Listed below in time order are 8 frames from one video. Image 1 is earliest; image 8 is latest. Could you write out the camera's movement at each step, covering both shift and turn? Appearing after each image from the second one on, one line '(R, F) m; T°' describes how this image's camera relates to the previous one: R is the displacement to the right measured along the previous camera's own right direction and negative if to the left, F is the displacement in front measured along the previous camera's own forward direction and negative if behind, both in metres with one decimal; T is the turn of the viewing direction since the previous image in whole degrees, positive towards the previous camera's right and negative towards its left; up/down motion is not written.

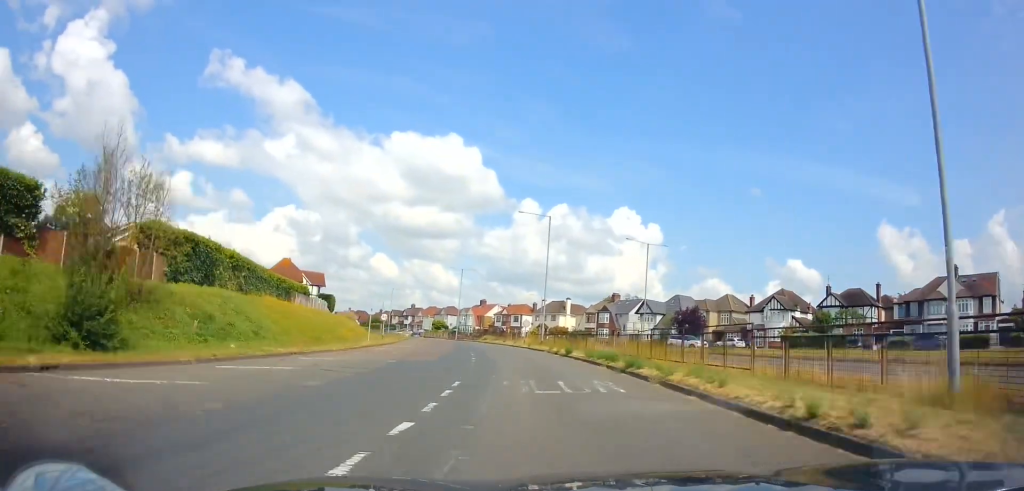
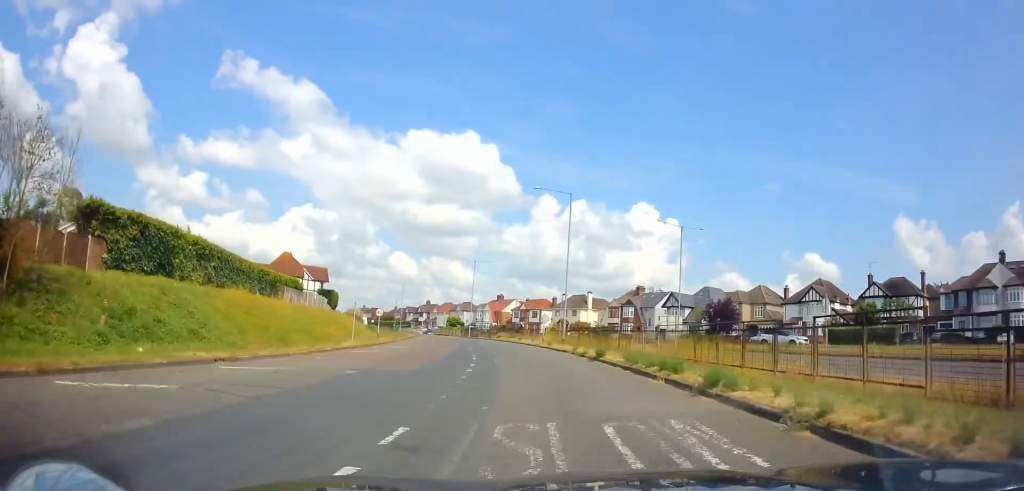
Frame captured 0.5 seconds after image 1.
(-0.2, +6.6) m; -1°
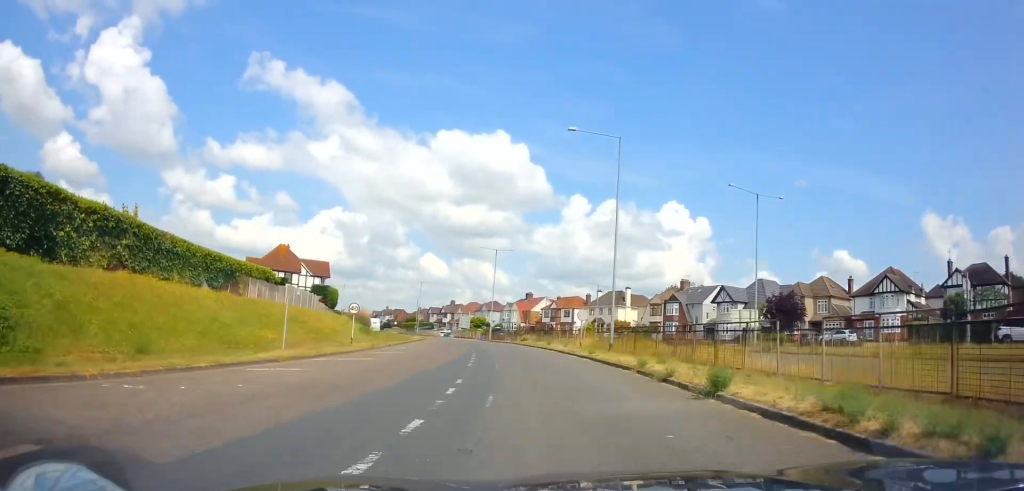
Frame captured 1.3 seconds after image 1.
(-0.2, +11.3) m; -2°
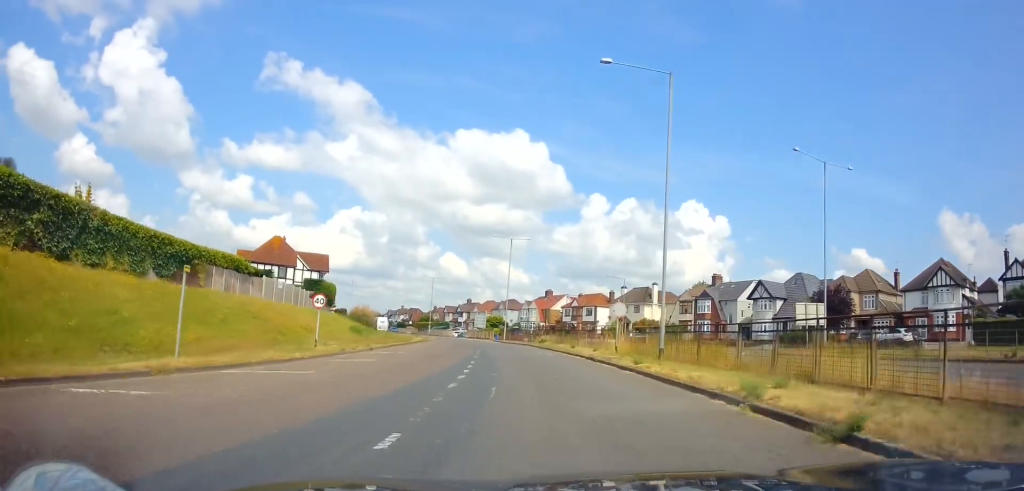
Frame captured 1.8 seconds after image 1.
(+0.1, +7.2) m; -1°
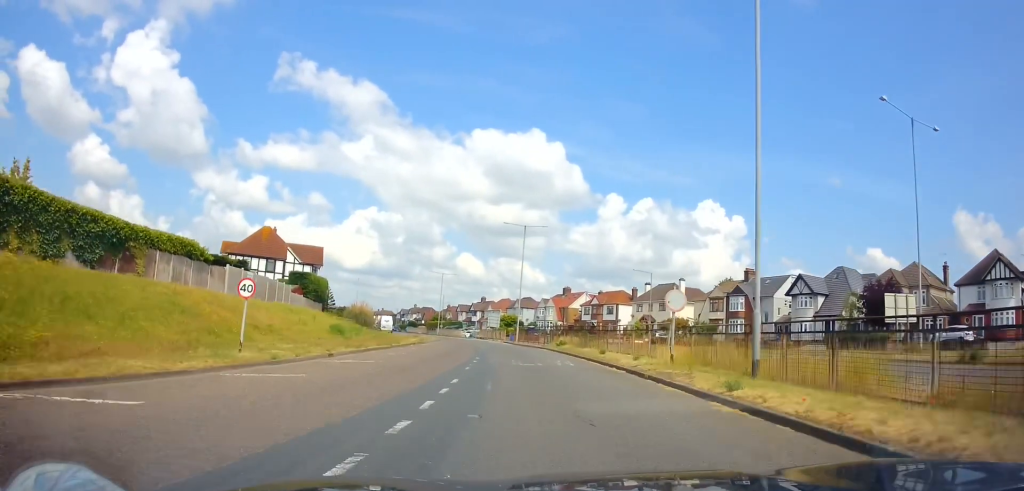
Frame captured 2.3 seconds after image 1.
(-0.1, +7.1) m; -2°
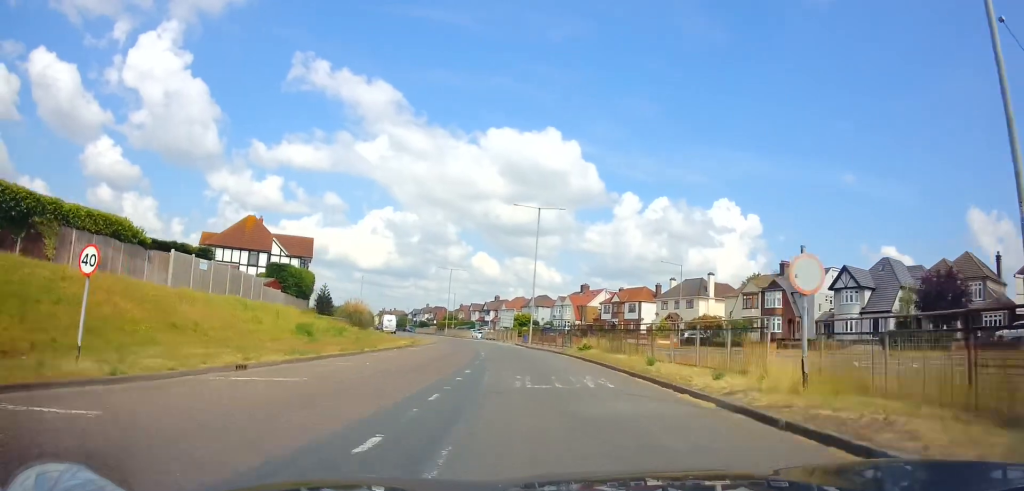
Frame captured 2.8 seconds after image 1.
(-0.1, +7.1) m; -2°
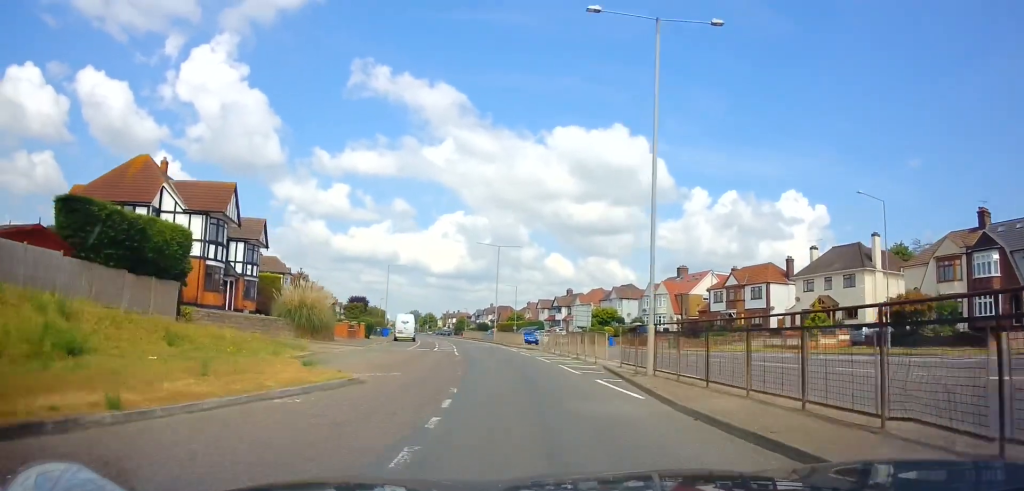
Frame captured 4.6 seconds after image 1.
(-1.9, +26.3) m; -10°
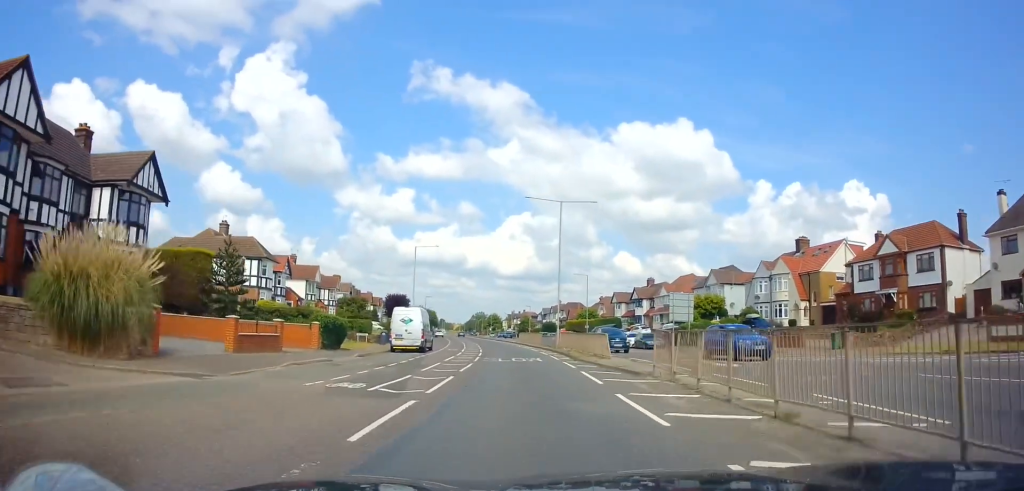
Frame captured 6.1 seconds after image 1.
(-1.4, +21.5) m; -6°
